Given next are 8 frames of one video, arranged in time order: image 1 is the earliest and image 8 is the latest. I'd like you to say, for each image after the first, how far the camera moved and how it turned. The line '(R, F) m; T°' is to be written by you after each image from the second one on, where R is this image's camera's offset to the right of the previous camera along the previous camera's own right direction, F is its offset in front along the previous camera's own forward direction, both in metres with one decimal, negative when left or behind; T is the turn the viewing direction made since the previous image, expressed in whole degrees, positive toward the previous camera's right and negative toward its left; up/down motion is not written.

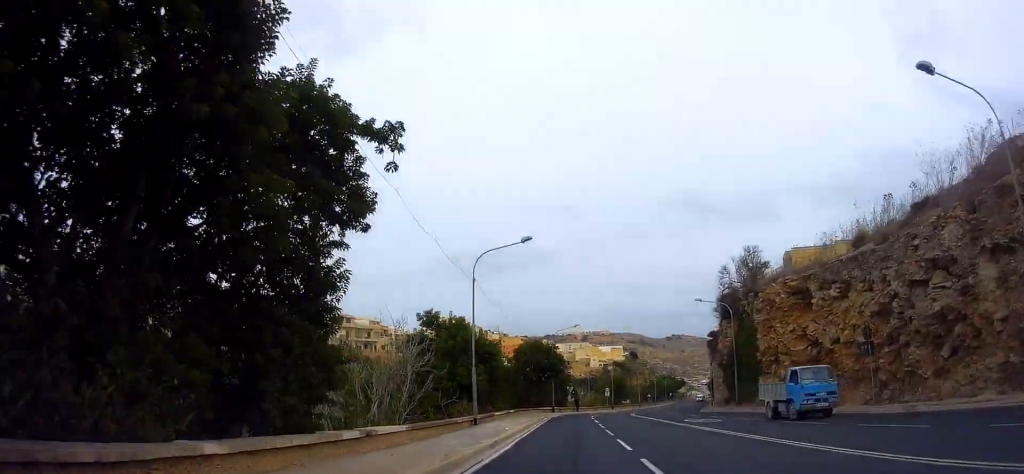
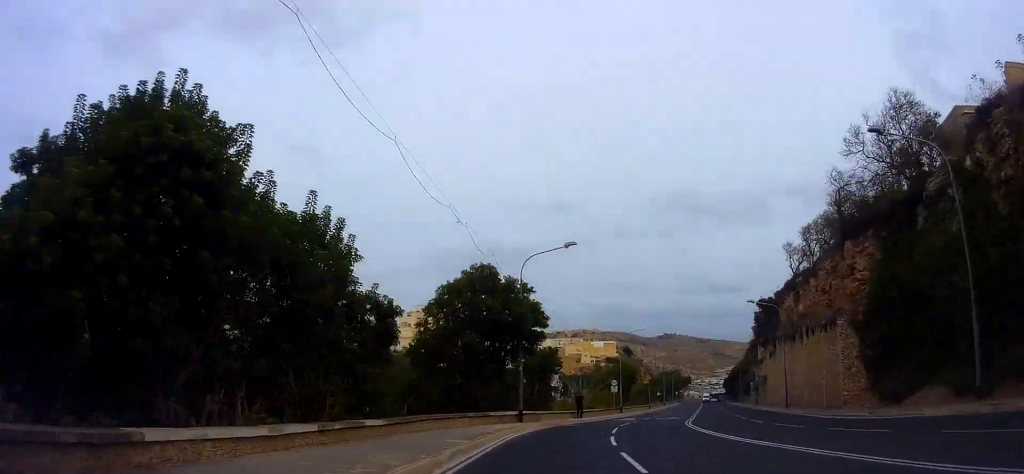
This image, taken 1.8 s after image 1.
(-0.4, +27.8) m; -4°
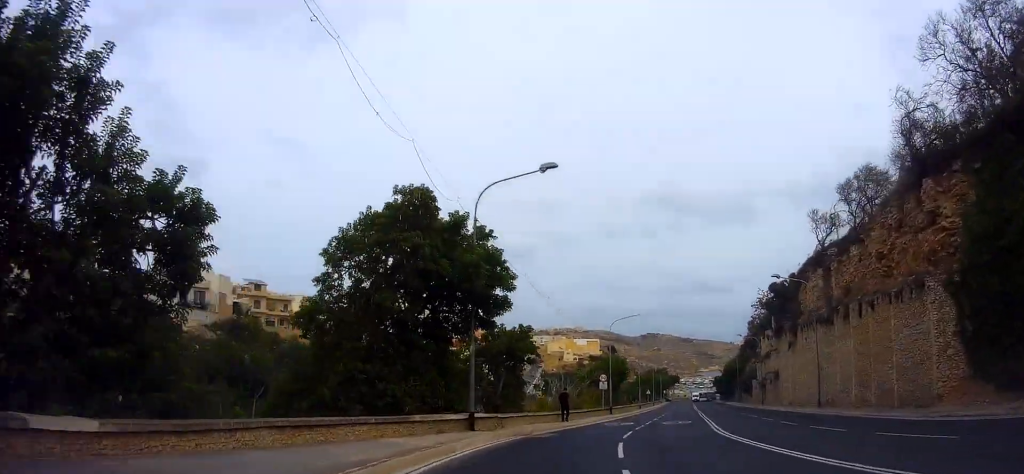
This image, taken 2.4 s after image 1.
(0.0, +9.4) m; 0°
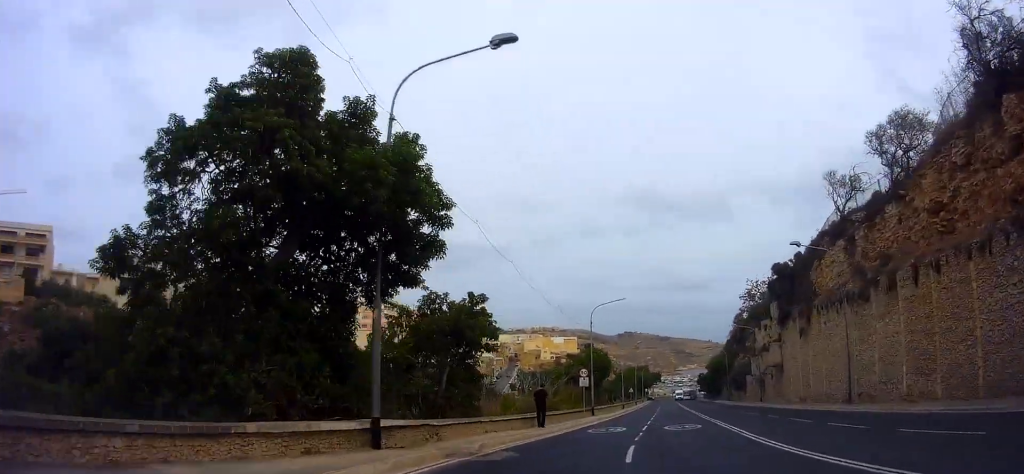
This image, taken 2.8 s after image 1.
(0.0, +7.3) m; +1°
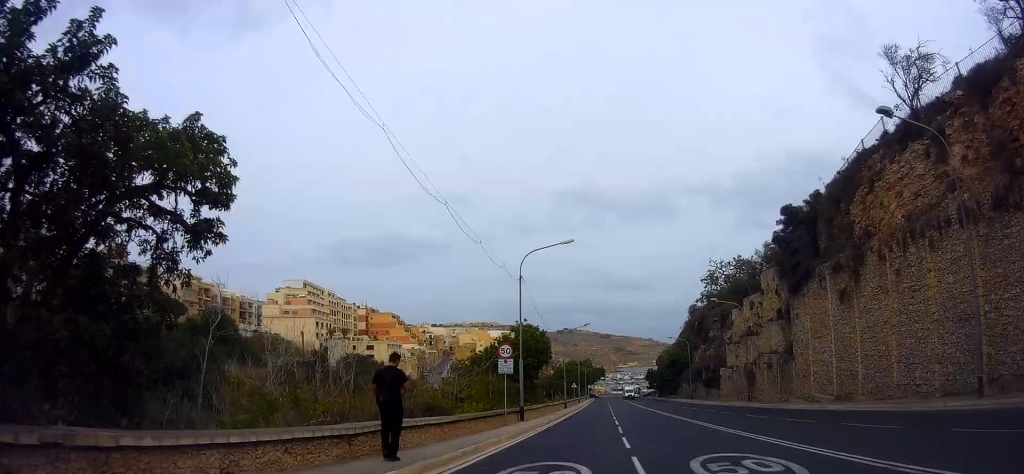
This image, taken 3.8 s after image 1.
(+0.3, +15.3) m; +7°
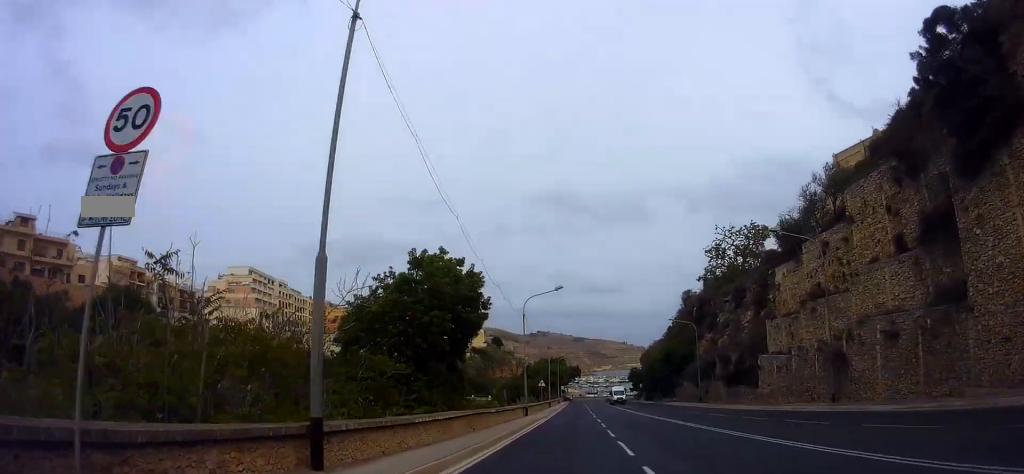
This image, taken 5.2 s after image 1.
(+2.0, +19.5) m; +5°
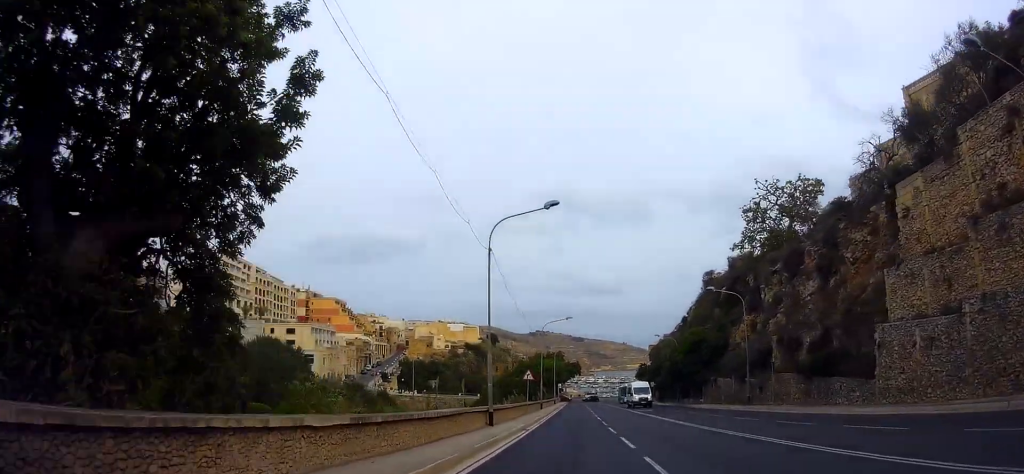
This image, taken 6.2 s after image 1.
(-0.1, +15.3) m; 0°
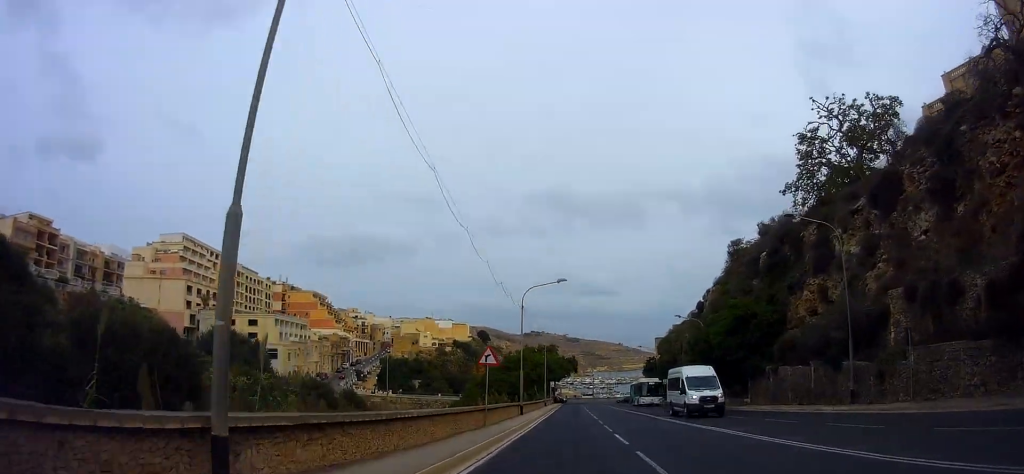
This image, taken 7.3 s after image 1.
(+0.1, +15.7) m; +1°
